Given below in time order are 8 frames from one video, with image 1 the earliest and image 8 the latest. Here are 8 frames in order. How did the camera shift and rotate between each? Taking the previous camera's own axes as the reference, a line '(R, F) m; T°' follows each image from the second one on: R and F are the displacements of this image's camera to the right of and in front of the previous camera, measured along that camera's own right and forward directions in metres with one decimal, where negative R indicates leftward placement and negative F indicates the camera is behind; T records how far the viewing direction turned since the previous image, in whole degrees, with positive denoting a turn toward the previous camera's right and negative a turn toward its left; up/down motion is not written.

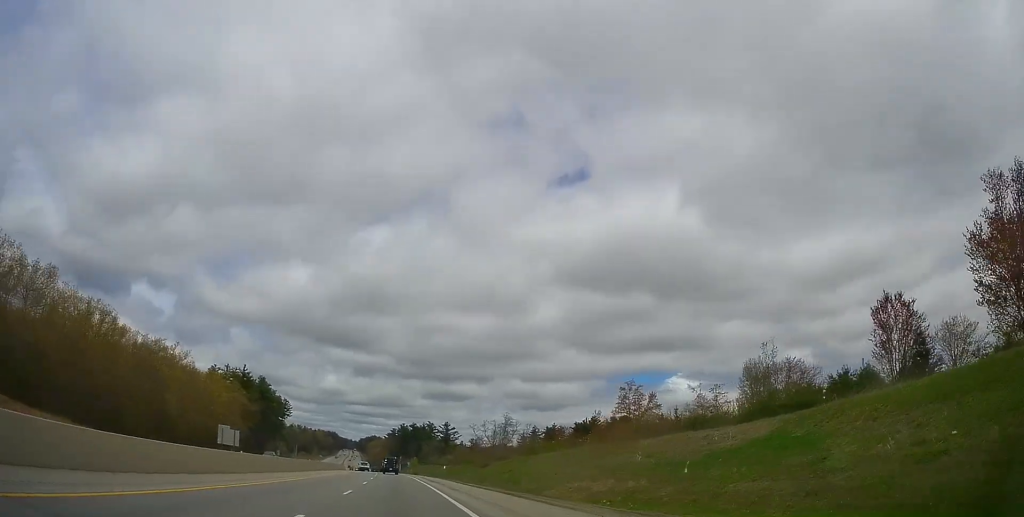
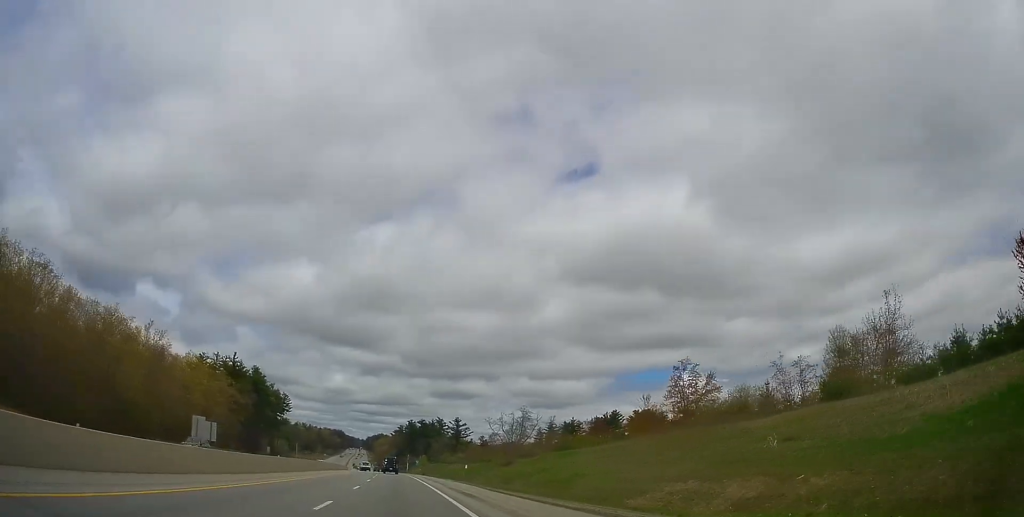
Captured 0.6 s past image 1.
(0.0, +18.9) m; -1°
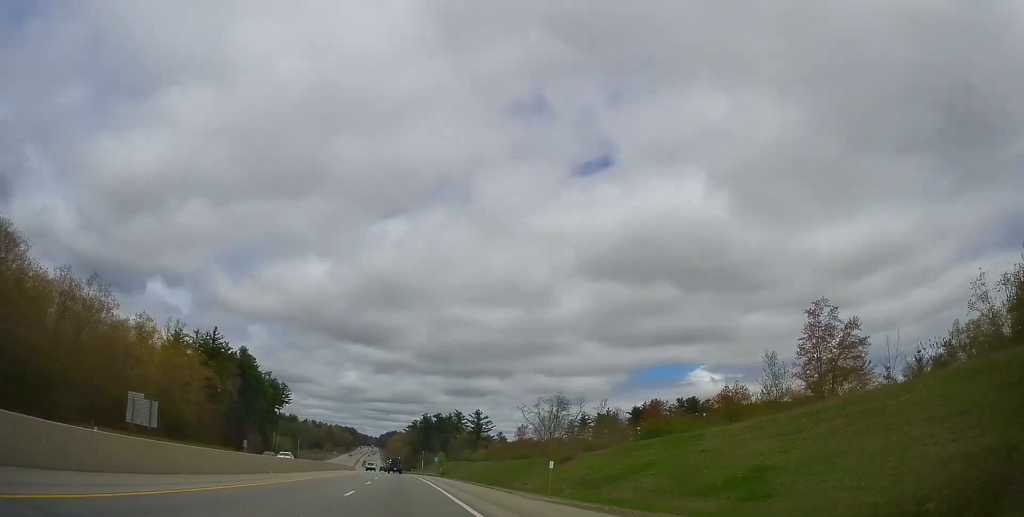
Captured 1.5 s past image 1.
(-0.7, +29.6) m; -1°
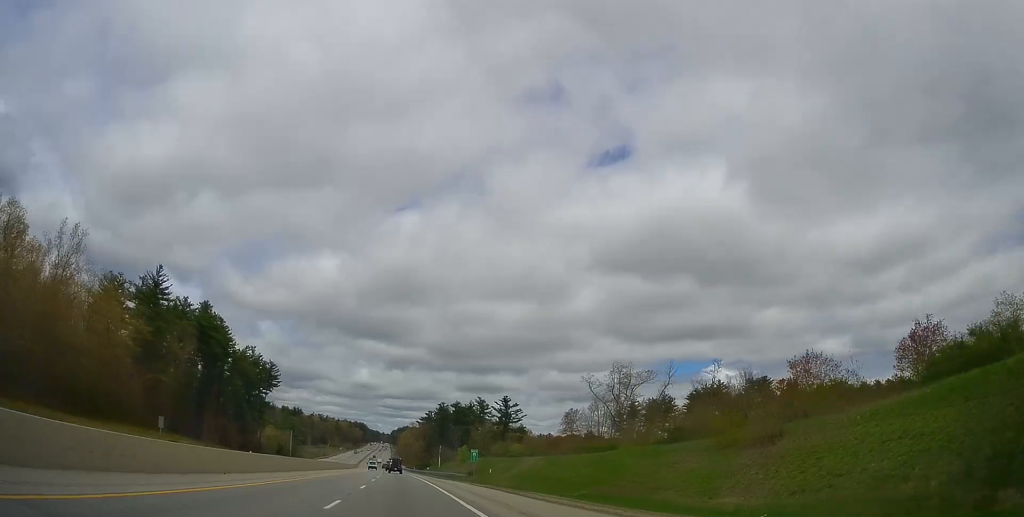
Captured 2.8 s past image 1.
(-0.3, +42.2) m; -2°
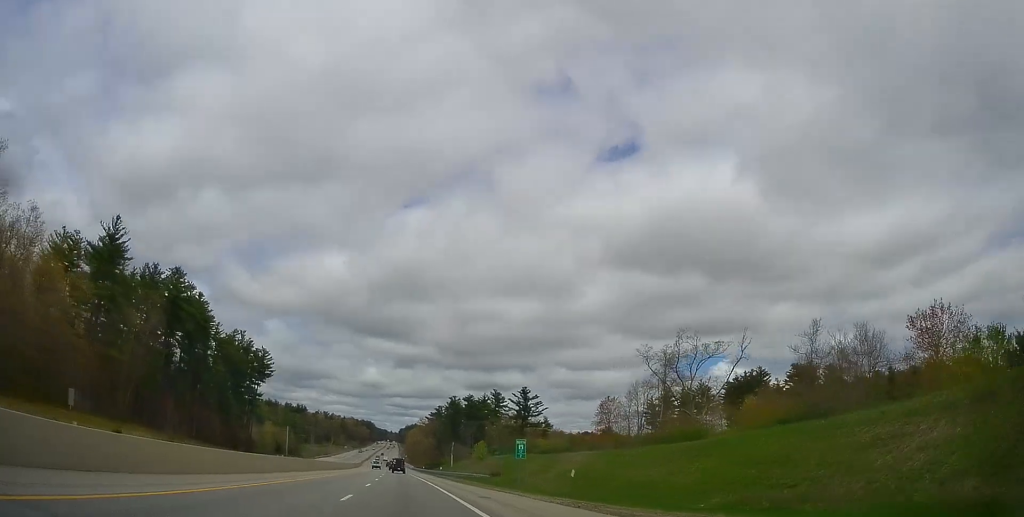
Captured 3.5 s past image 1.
(-0.4, +21.0) m; -1°
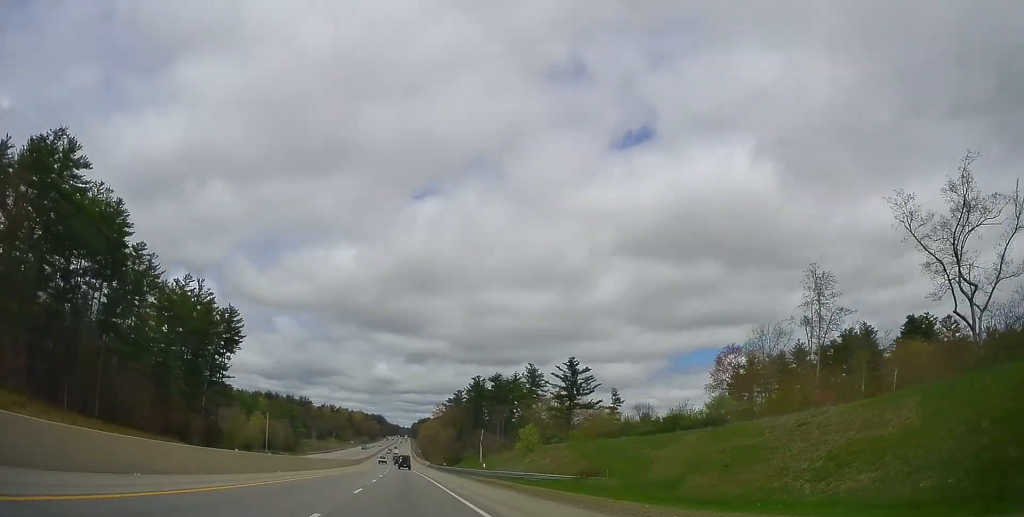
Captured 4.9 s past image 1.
(-0.5, +44.9) m; -1°
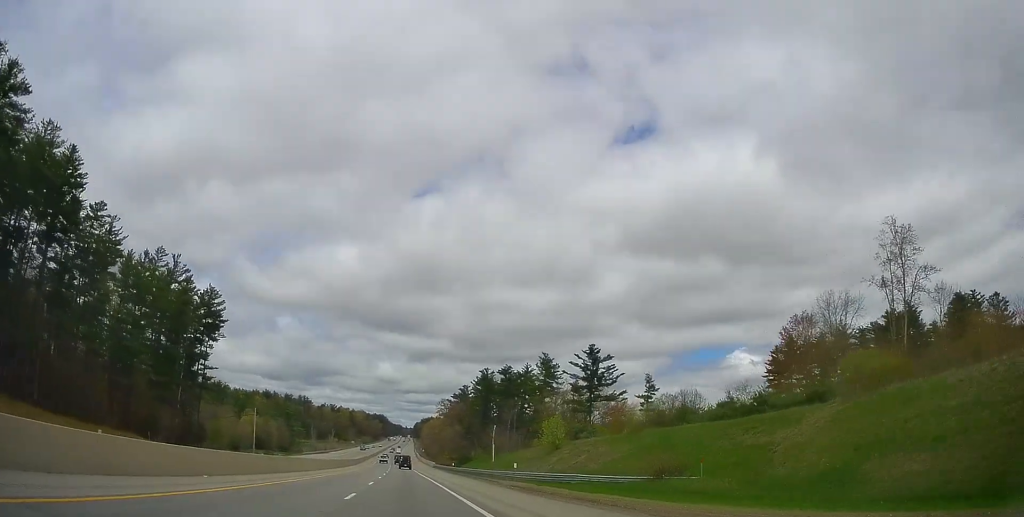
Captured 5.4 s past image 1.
(-0.2, +15.5) m; 0°
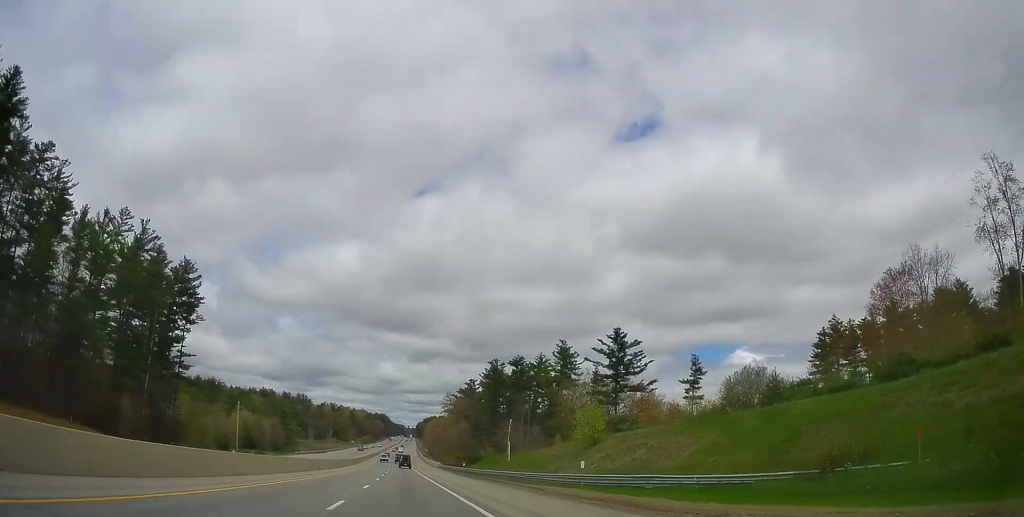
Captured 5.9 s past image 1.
(+0.1, +16.1) m; 0°
